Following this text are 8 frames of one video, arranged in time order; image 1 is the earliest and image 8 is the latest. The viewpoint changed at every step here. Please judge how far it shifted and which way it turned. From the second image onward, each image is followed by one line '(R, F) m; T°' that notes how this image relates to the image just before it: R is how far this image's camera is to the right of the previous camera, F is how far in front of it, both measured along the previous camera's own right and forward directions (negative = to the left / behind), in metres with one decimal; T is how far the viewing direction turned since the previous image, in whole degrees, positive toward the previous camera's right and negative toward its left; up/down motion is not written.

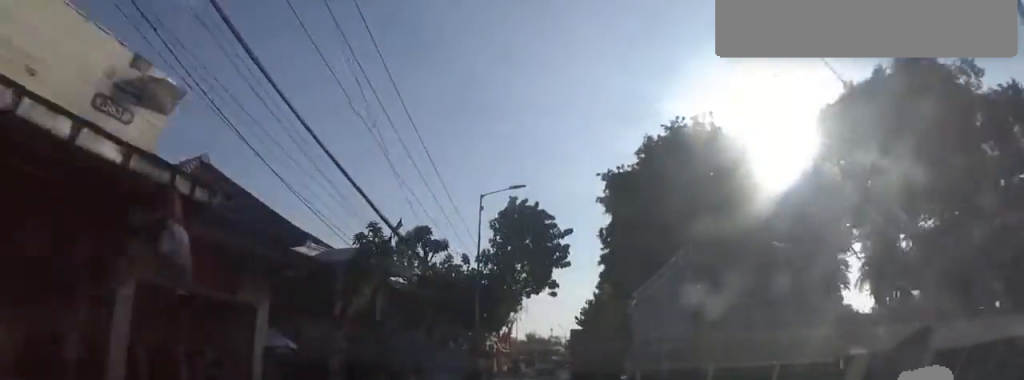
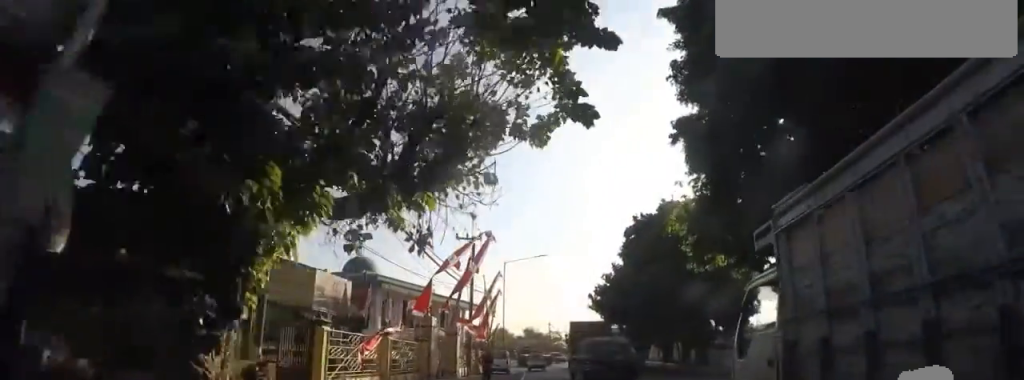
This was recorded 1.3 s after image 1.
(-0.9, +19.9) m; 0°
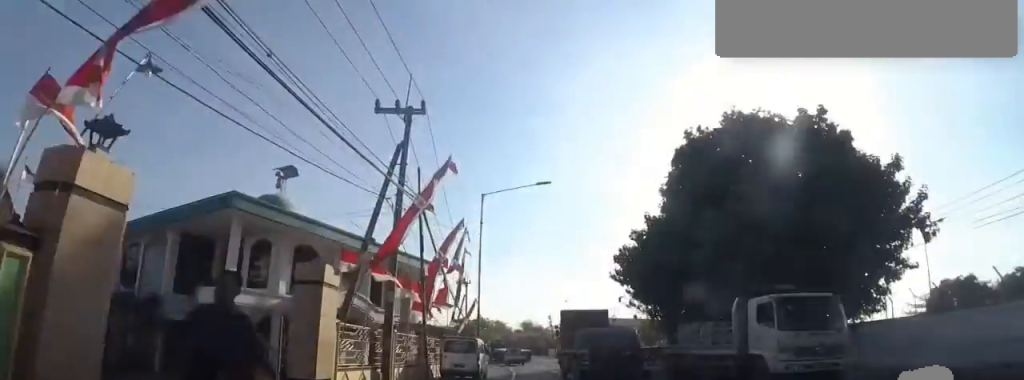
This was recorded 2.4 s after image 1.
(+0.1, +16.1) m; 0°
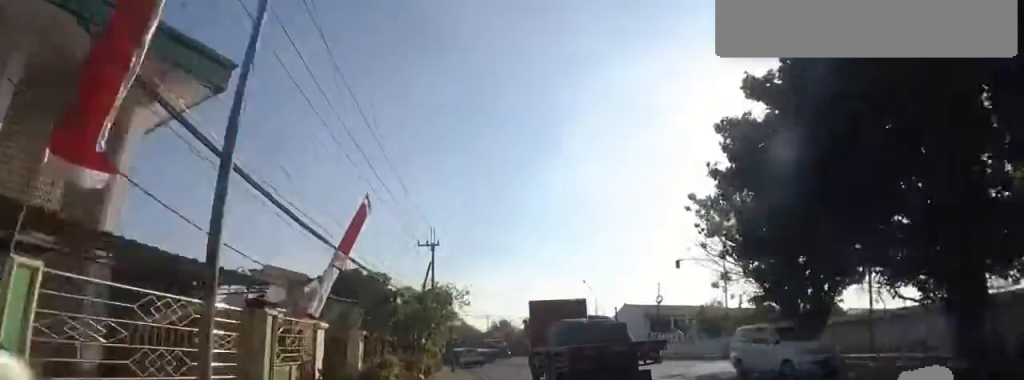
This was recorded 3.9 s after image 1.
(+0.8, +20.1) m; 0°
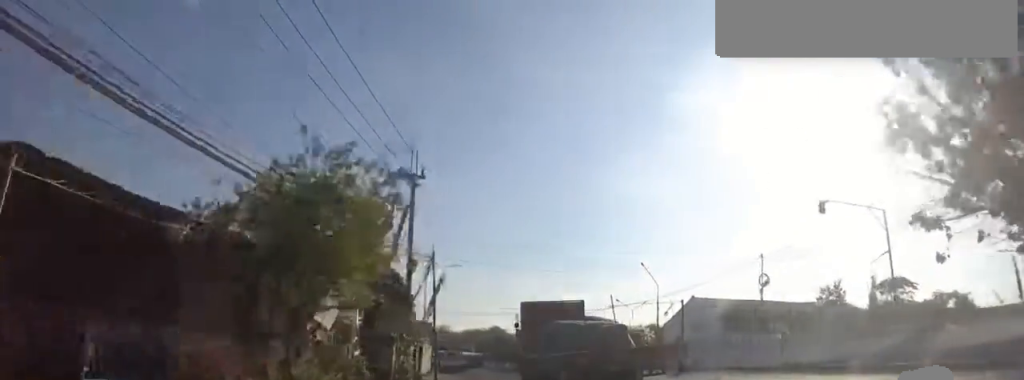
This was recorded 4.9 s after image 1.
(-1.6, +14.0) m; -11°
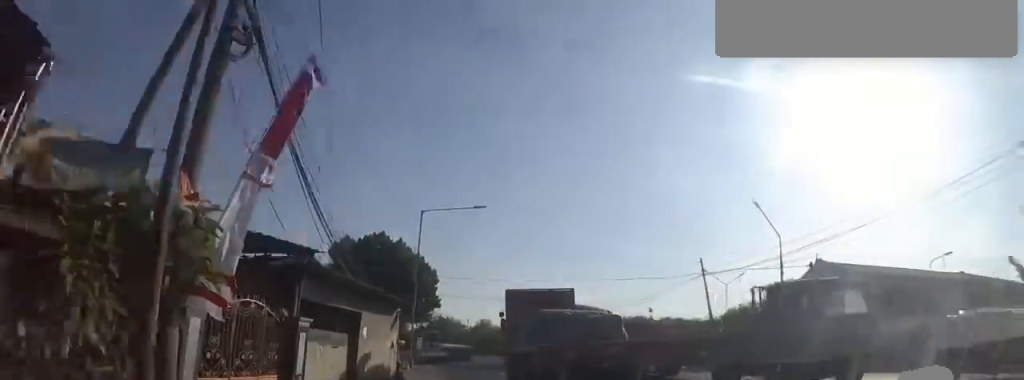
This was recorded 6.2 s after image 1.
(-1.0, +14.8) m; -6°
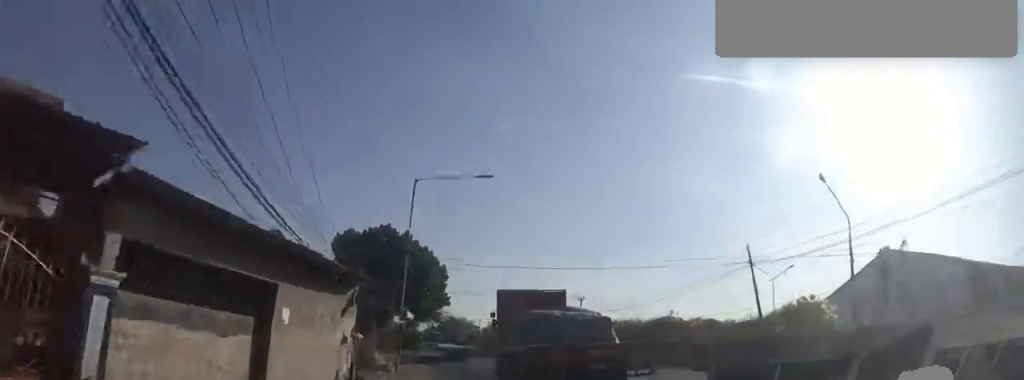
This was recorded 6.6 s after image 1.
(+0.1, +5.0) m; -3°
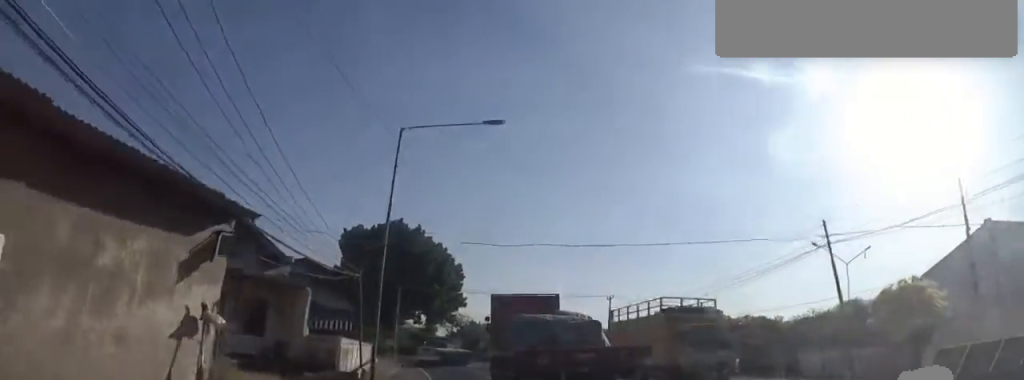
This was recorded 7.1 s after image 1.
(0.0, +5.7) m; -4°
